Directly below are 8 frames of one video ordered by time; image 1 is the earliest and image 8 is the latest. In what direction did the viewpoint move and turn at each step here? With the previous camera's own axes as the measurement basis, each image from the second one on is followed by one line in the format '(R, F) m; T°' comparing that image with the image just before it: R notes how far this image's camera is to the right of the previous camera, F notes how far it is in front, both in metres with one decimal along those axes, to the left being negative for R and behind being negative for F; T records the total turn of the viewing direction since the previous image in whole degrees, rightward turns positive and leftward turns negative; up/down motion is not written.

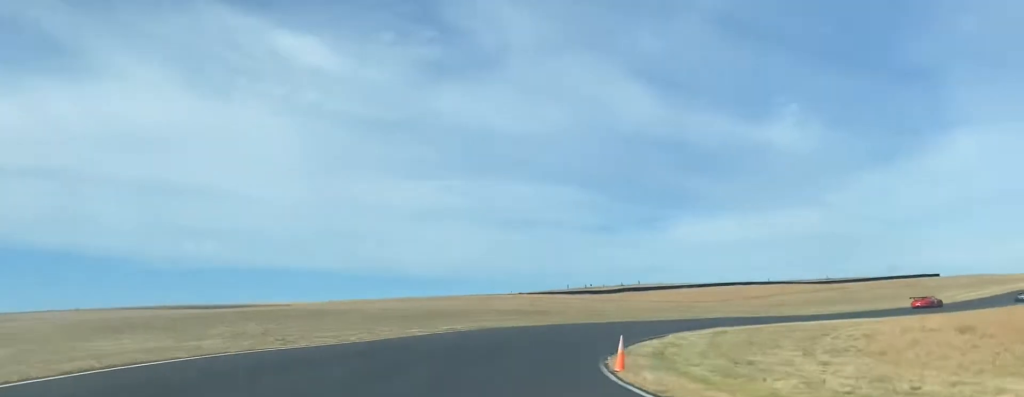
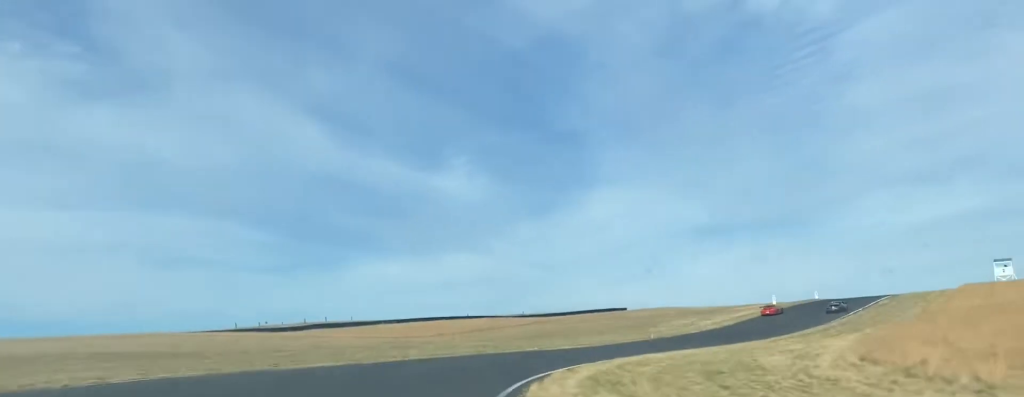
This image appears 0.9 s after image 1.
(+5.8, +27.4) m; +23°
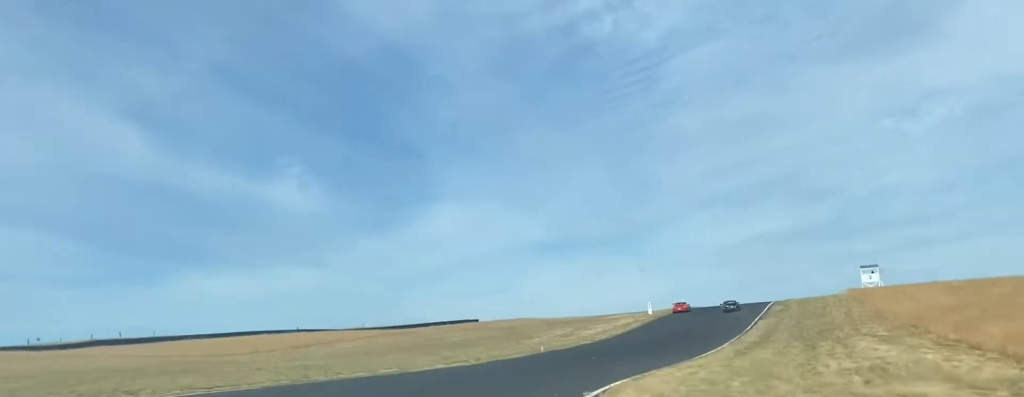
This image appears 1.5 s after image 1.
(+0.8, +19.4) m; +14°
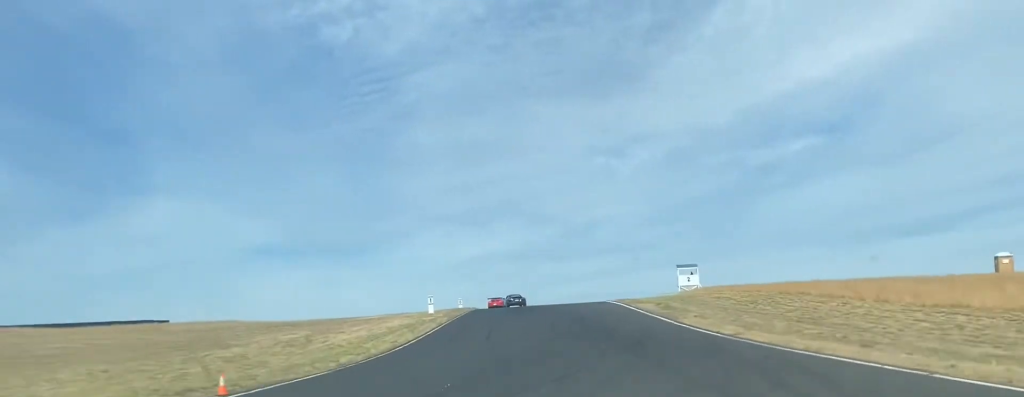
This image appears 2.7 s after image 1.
(+10.2, +40.8) m; +21°
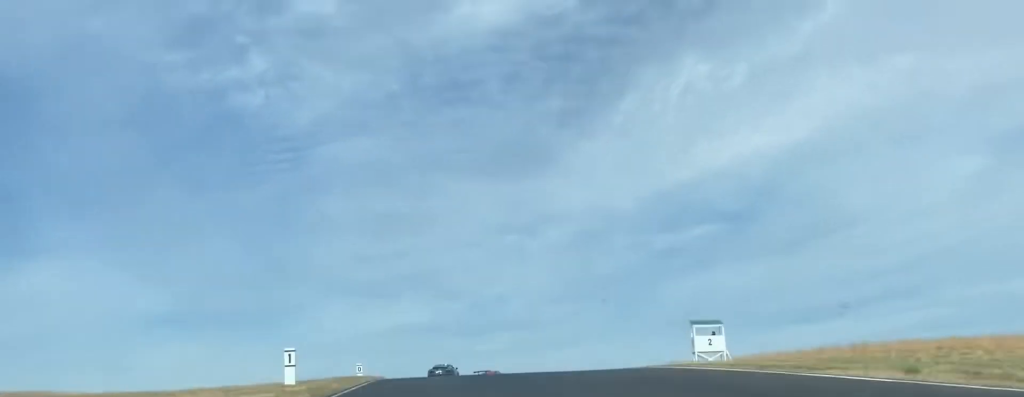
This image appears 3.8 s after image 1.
(+3.6, +35.8) m; +4°
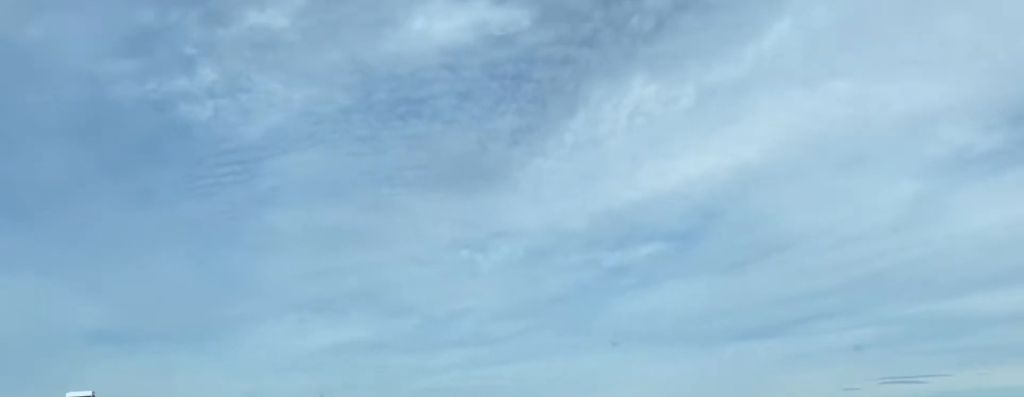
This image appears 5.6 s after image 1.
(-2.9, +53.8) m; -5°
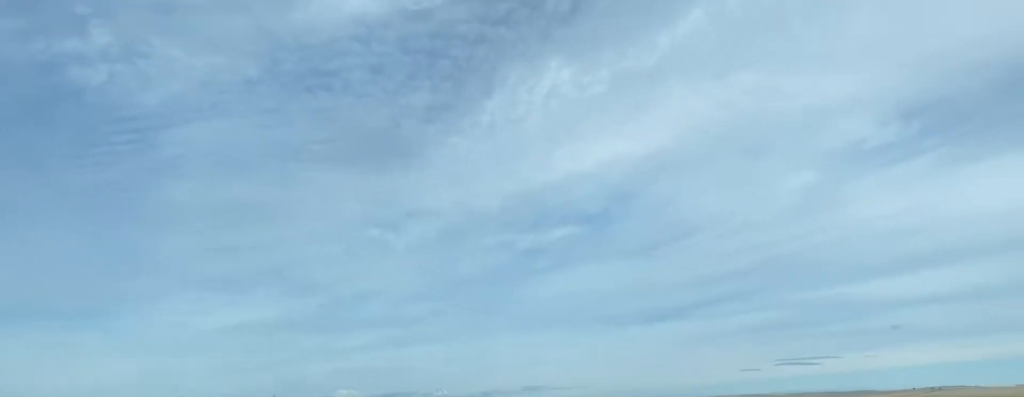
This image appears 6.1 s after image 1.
(-0.1, +12.8) m; +7°
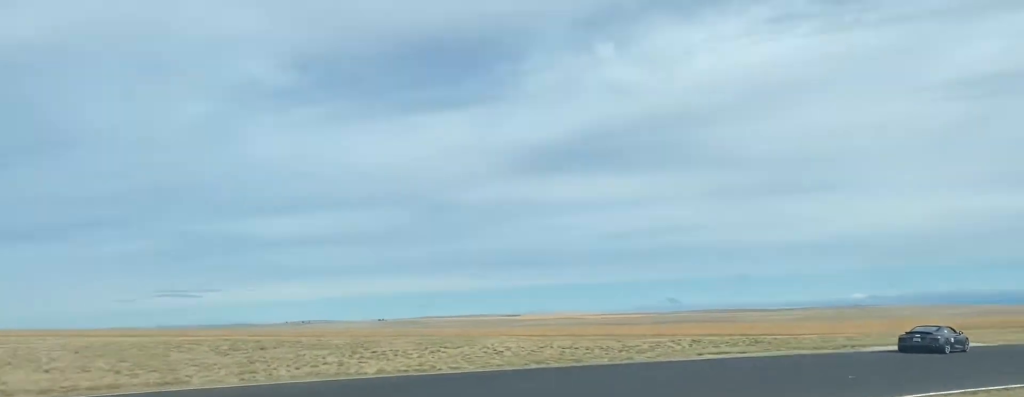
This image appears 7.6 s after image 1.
(+6.4, +24.4) m; +46°
